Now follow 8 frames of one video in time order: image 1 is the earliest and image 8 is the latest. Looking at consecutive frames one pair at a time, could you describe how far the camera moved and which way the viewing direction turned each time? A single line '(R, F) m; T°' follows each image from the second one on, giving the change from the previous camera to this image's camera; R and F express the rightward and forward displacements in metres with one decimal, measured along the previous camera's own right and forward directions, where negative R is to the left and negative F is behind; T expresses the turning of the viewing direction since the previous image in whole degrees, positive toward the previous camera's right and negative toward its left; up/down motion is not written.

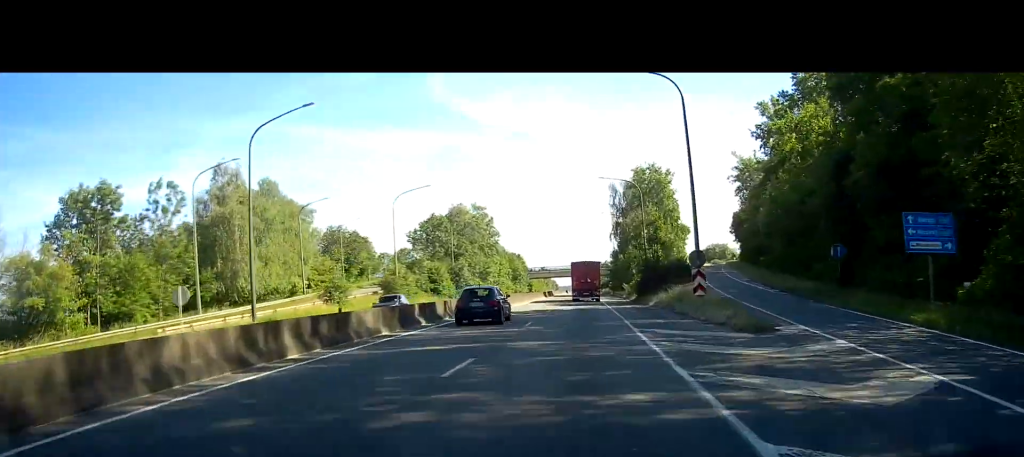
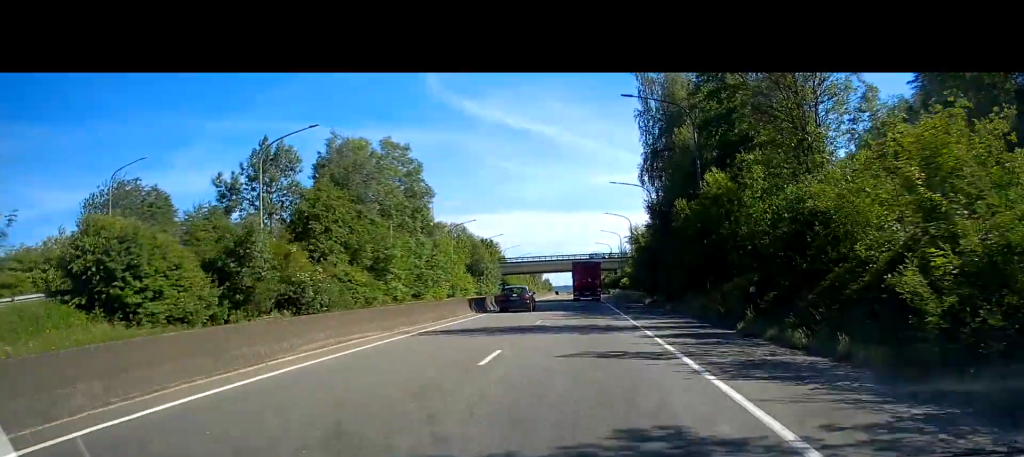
(-0.3, +62.7) m; 0°
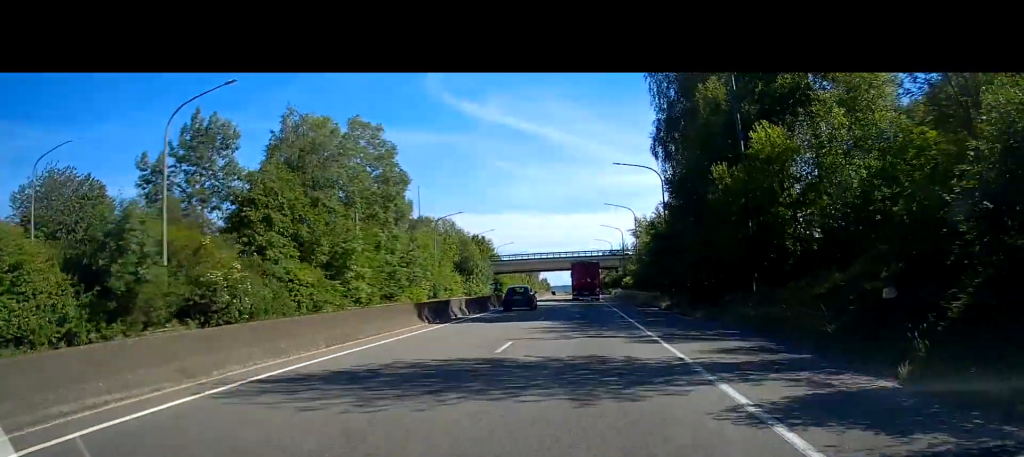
(+0.1, +10.8) m; 0°
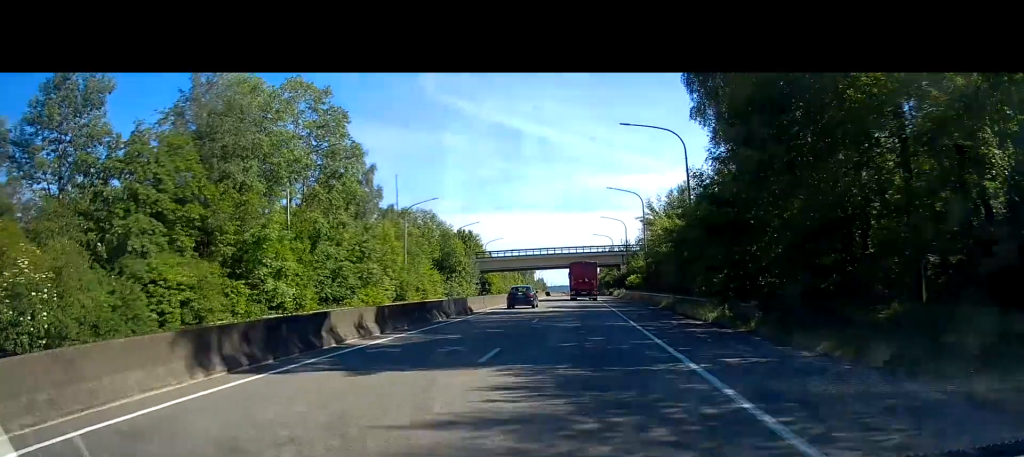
(+0.1, +14.7) m; 0°
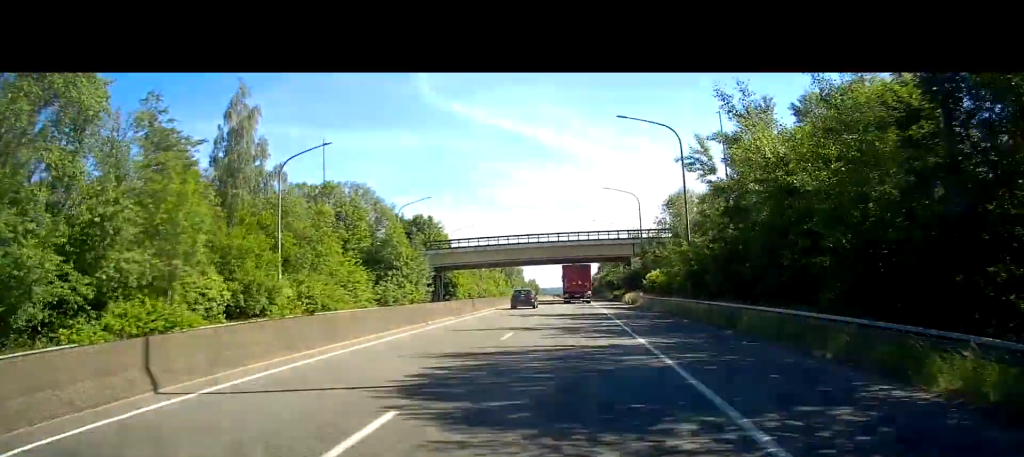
(0.0, +32.5) m; 0°
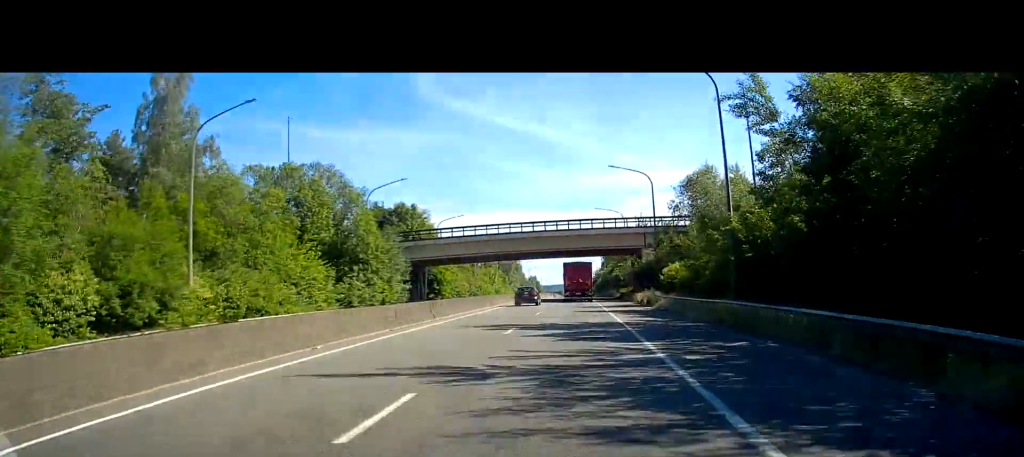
(0.0, +11.6) m; 0°
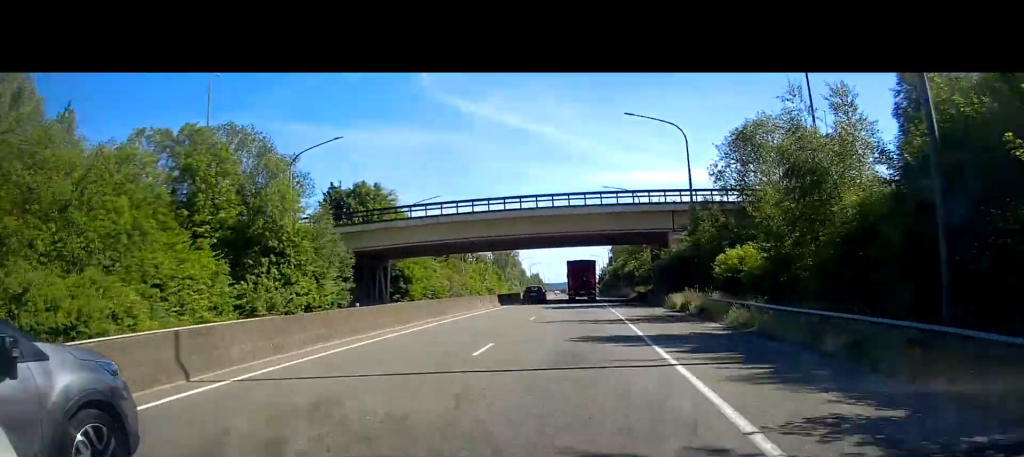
(0.0, +18.5) m; 0°
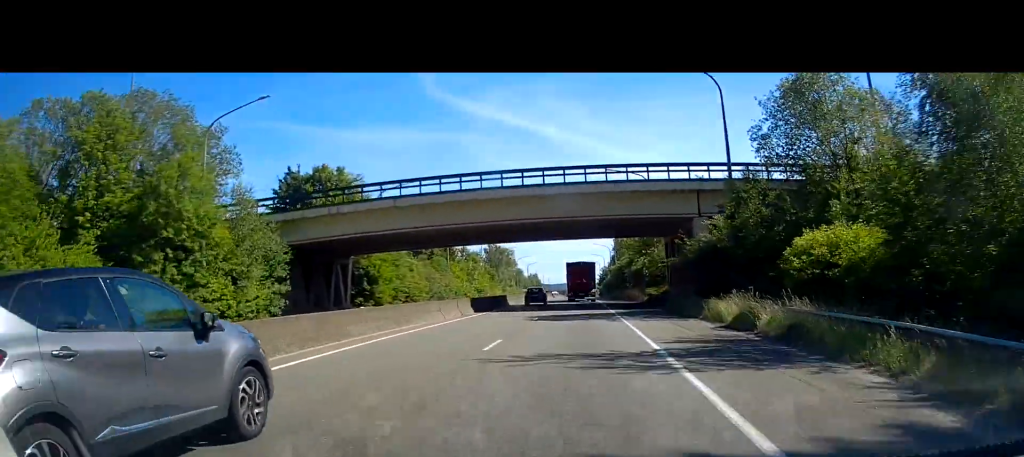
(0.0, +11.5) m; 0°
